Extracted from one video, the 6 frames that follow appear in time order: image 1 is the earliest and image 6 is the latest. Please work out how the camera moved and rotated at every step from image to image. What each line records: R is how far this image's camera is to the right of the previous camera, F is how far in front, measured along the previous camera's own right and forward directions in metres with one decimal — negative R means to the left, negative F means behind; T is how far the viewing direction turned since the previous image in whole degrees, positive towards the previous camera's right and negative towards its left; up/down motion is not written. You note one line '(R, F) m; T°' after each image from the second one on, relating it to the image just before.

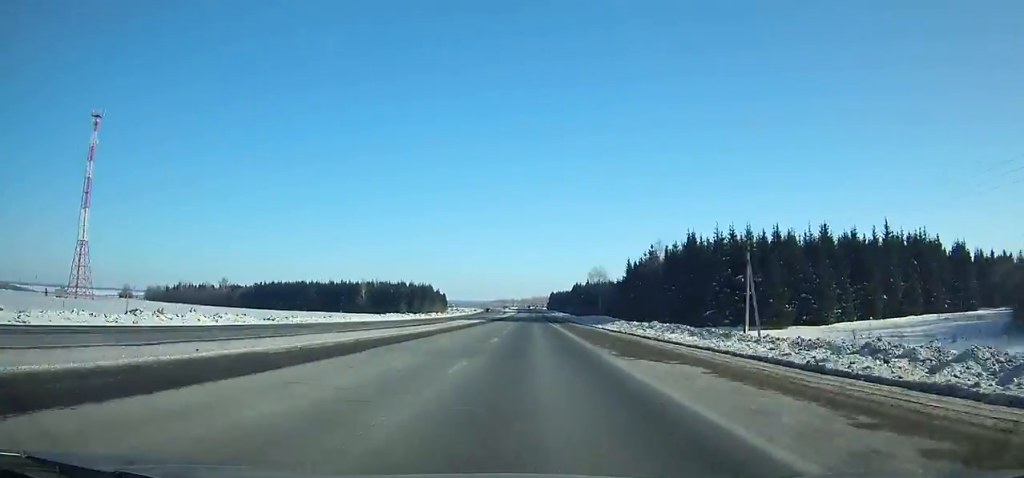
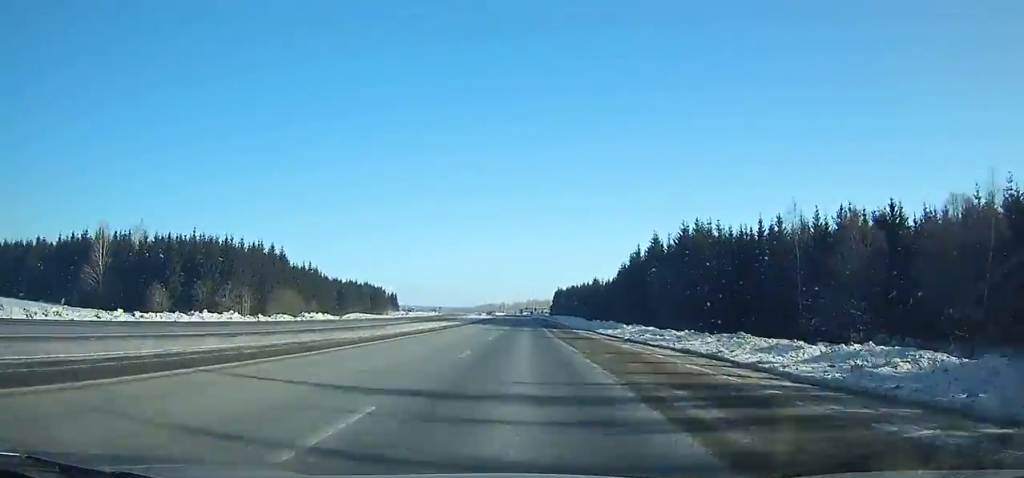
(+0.4, +185.1) m; 0°
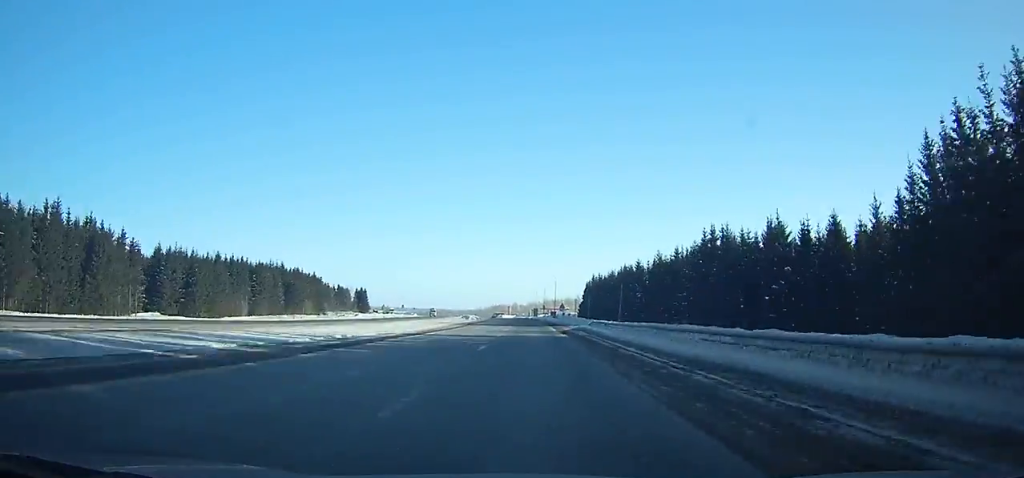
(-0.8, +107.6) m; -1°
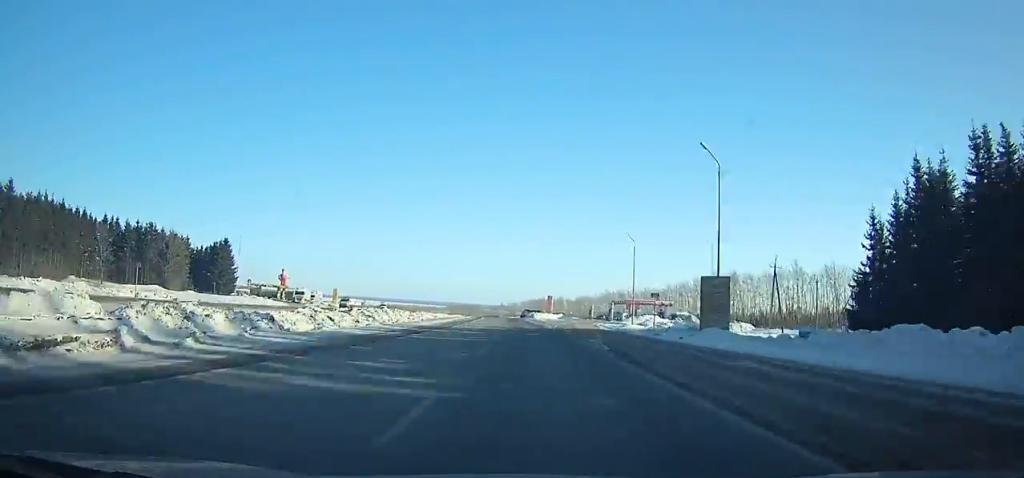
(-4.5, +161.0) m; -4°
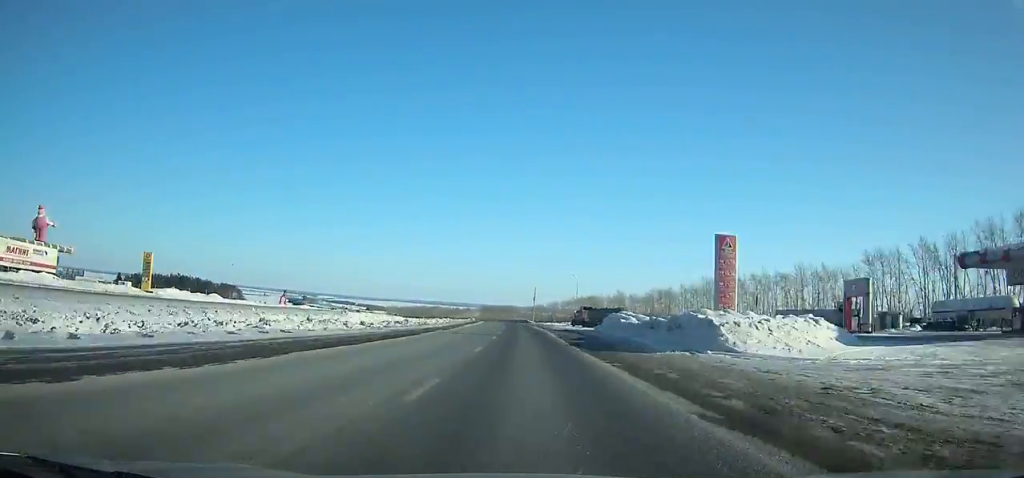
(-4.3, +124.7) m; -4°
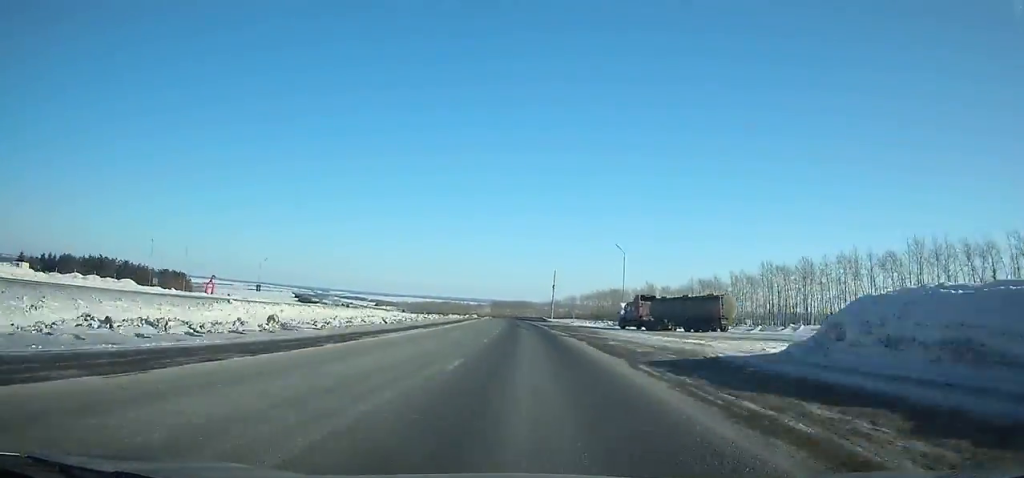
(-0.5, +42.5) m; -1°
